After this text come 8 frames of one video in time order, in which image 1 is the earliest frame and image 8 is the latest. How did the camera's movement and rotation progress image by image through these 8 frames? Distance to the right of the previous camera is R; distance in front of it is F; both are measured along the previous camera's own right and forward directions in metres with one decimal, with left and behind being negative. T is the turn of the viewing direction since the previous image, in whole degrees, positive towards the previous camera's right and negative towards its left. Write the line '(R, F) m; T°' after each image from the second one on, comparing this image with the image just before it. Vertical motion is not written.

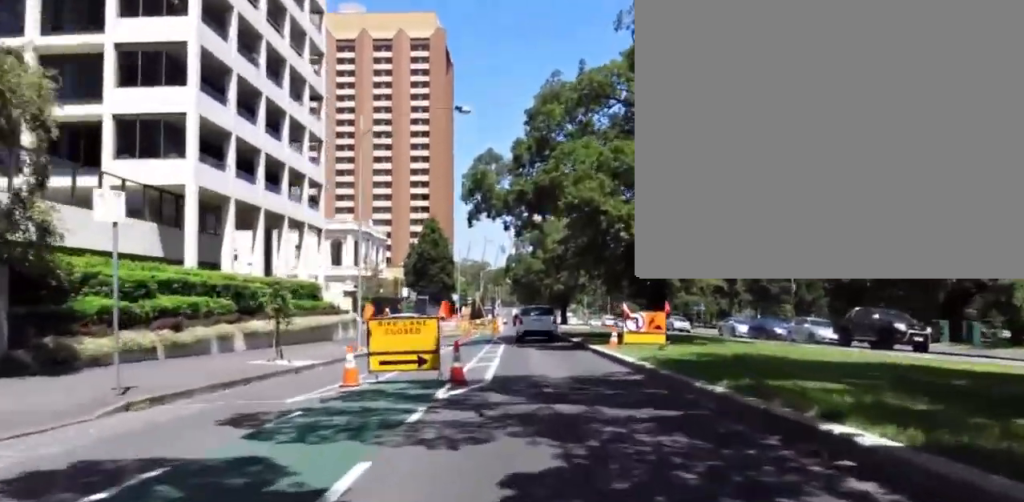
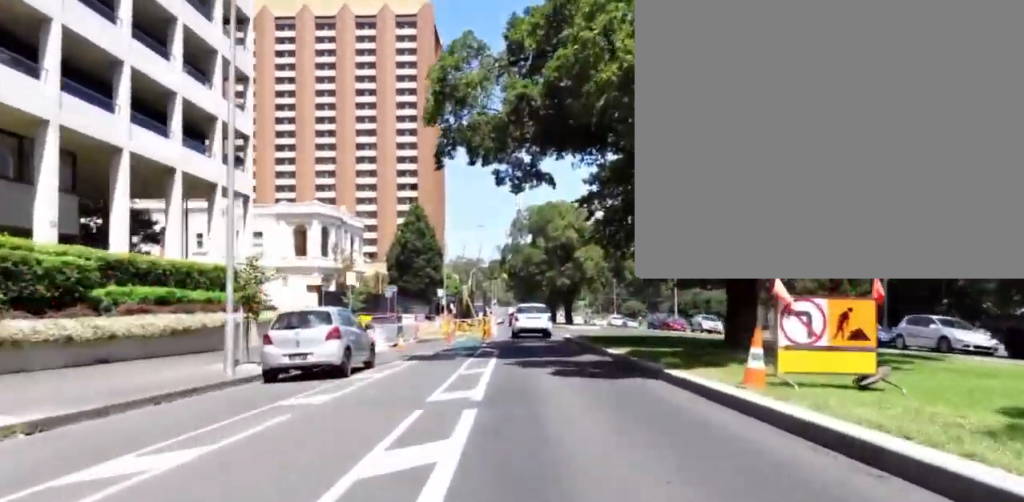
(+0.2, +10.3) m; +3°
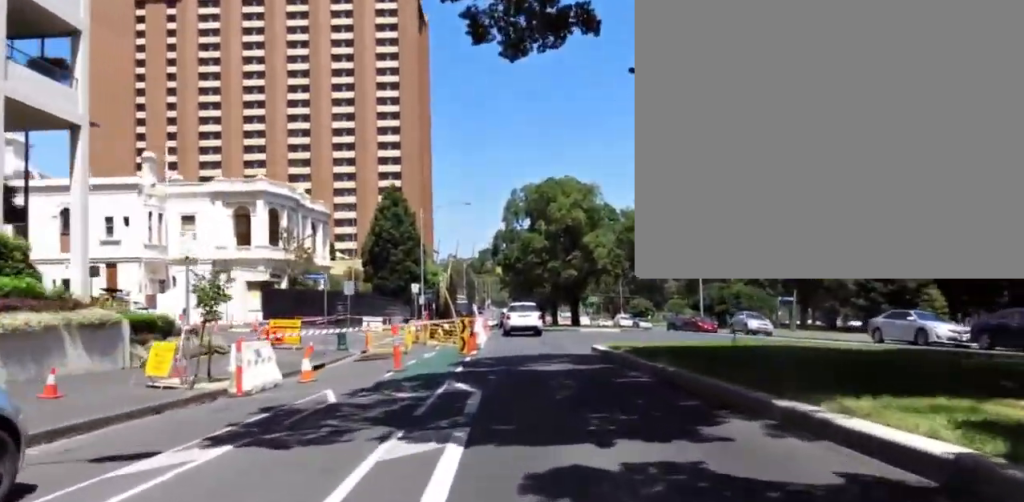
(+0.2, +10.9) m; -4°
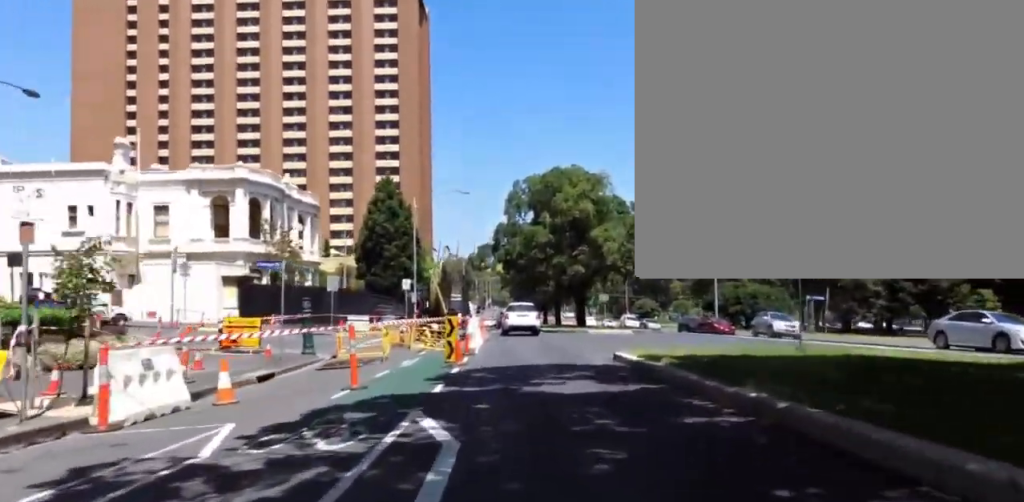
(-0.5, +3.9) m; 0°
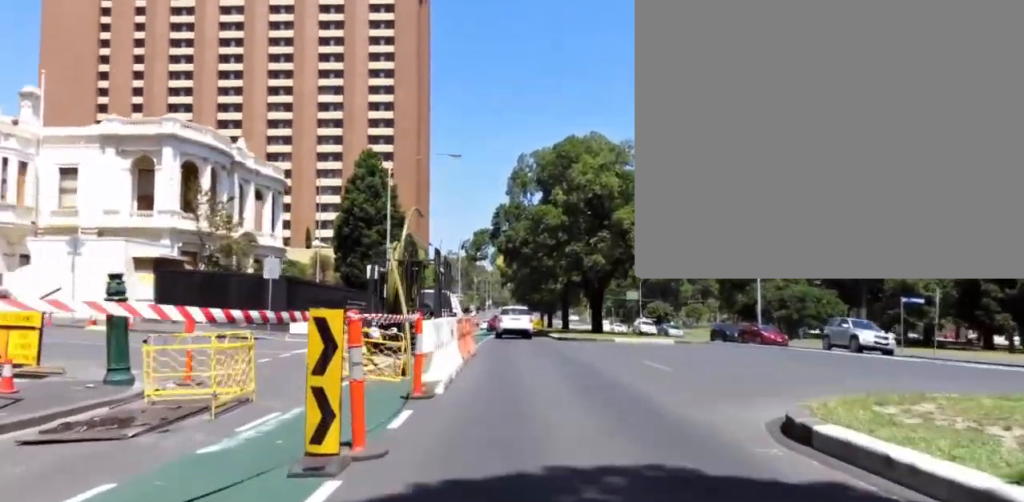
(+0.1, +9.2) m; 0°
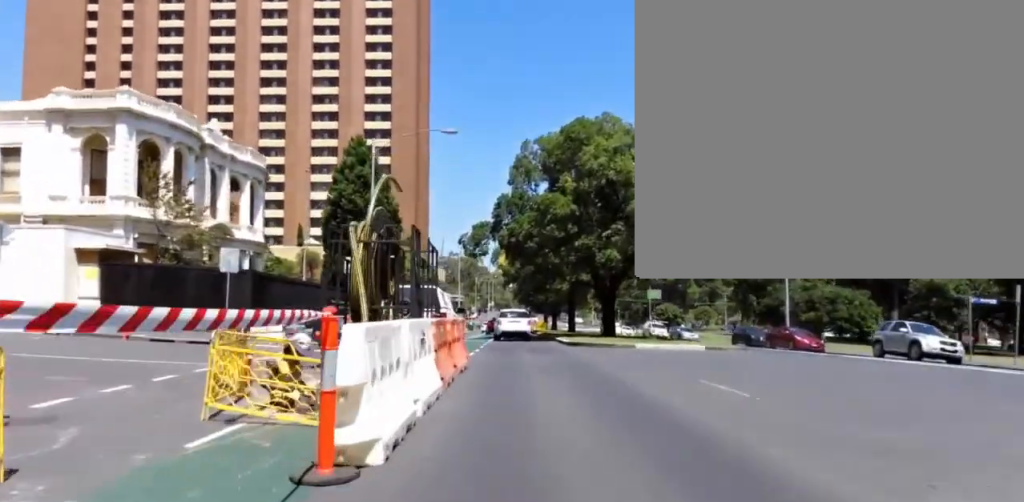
(+0.5, +4.2) m; 0°
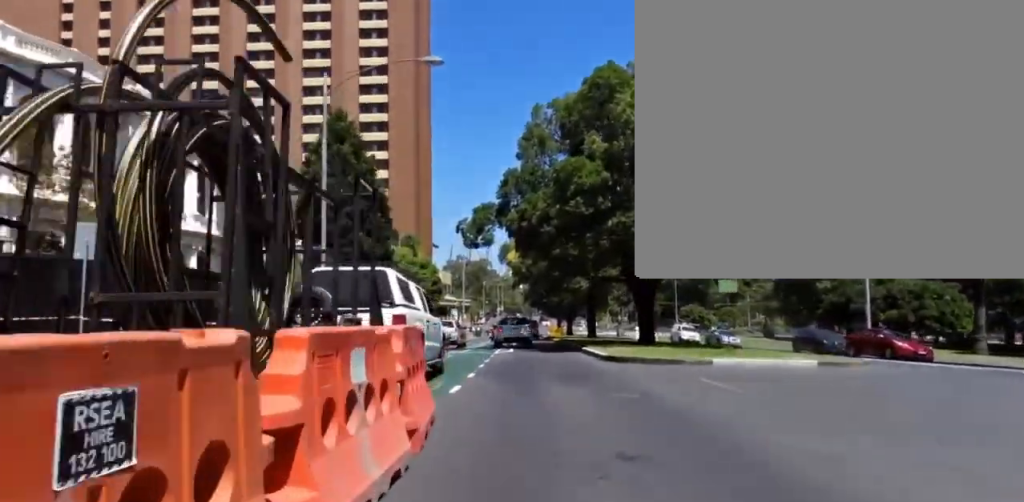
(-1.0, +8.0) m; -4°
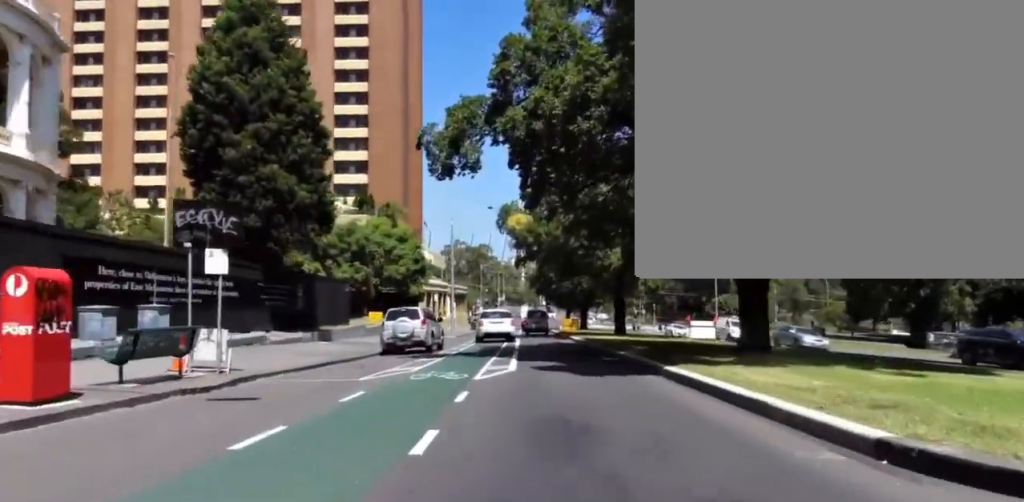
(+0.6, +13.8) m; +2°
